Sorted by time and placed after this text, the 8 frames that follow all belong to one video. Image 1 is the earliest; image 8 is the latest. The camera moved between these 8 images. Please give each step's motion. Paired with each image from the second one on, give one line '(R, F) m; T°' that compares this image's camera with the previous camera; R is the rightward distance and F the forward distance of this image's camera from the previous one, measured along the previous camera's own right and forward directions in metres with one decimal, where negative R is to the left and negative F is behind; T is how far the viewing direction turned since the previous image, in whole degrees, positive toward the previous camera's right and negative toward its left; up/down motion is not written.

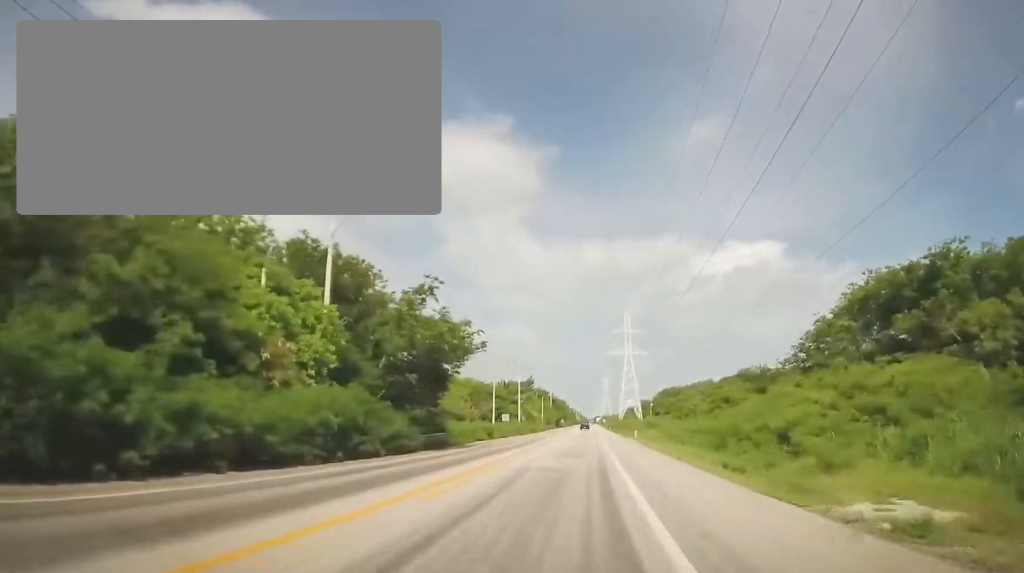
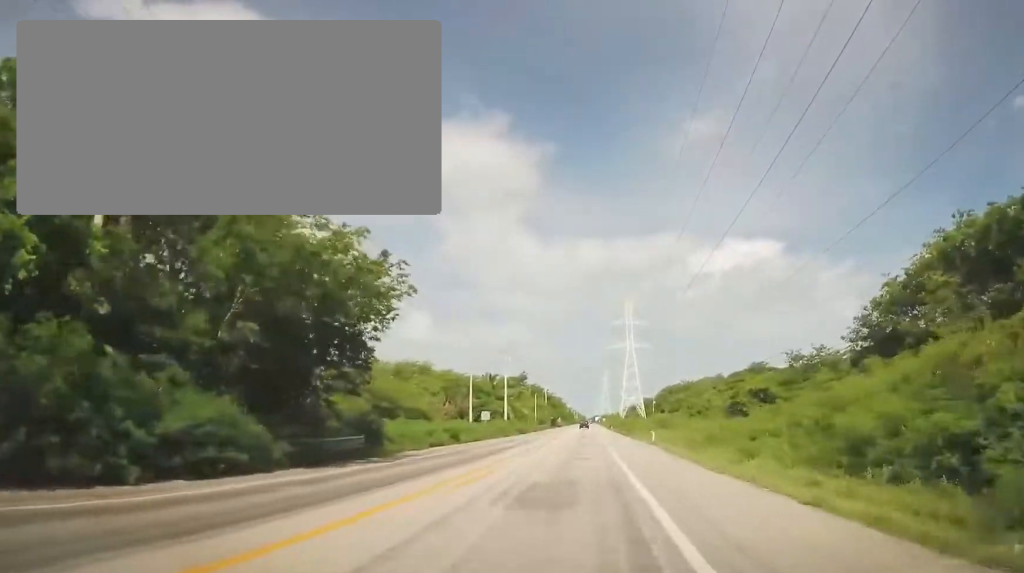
(+0.1, +14.9) m; +1°
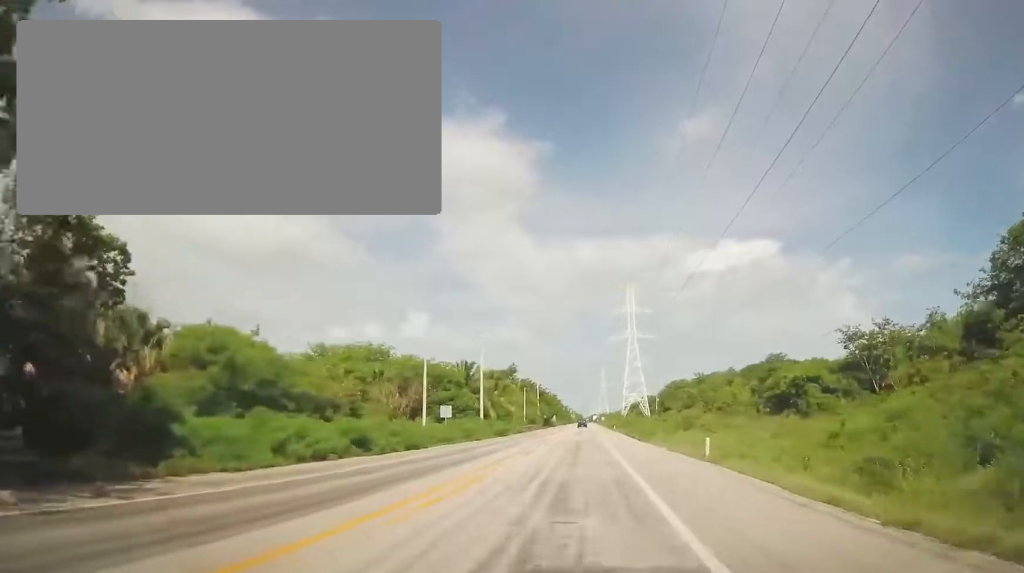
(0.0, +17.7) m; +1°
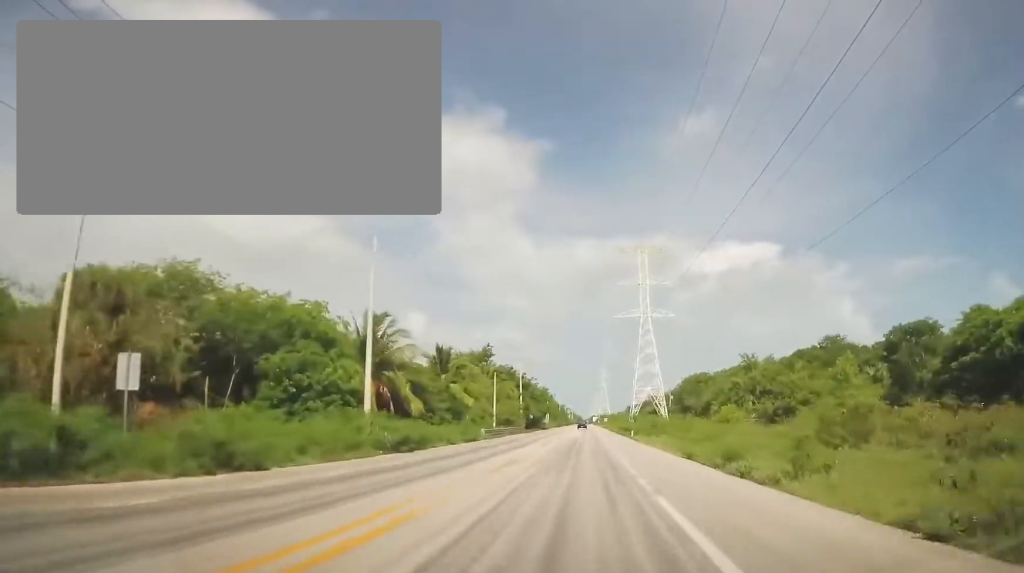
(+0.3, +34.6) m; -1°
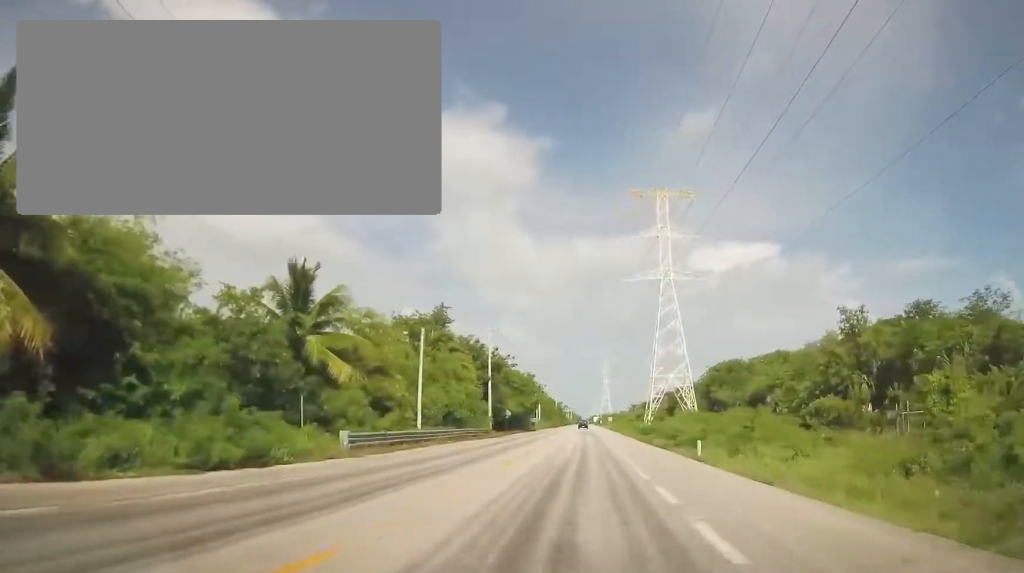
(-0.7, +32.3) m; -1°
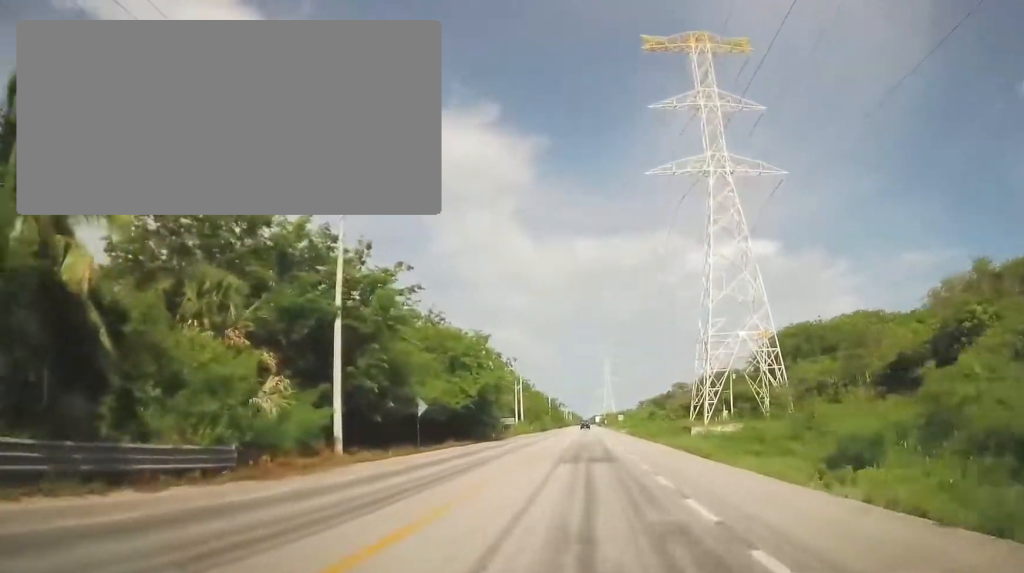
(0.0, +40.7) m; -1°
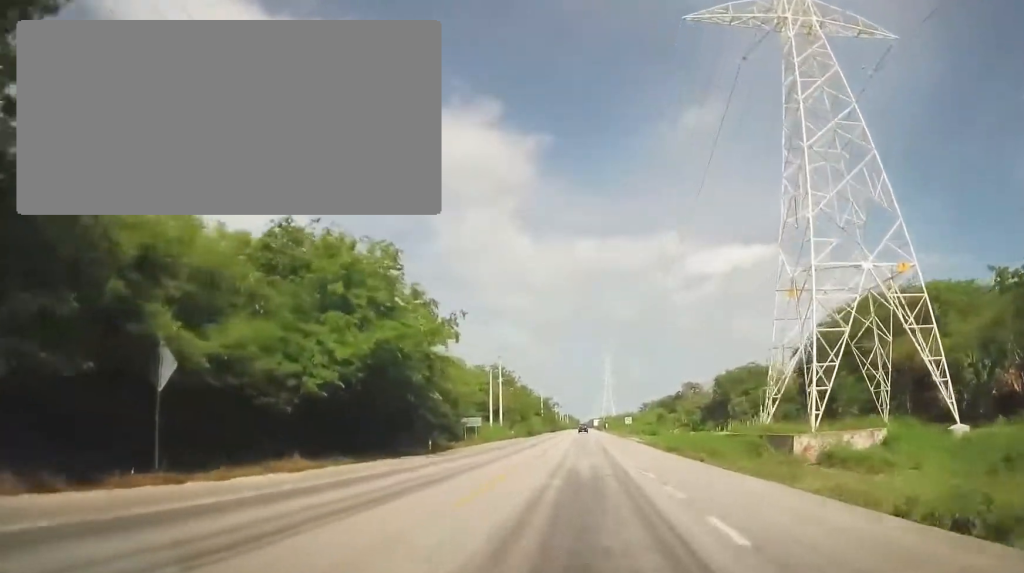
(-0.4, +23.0) m; 0°
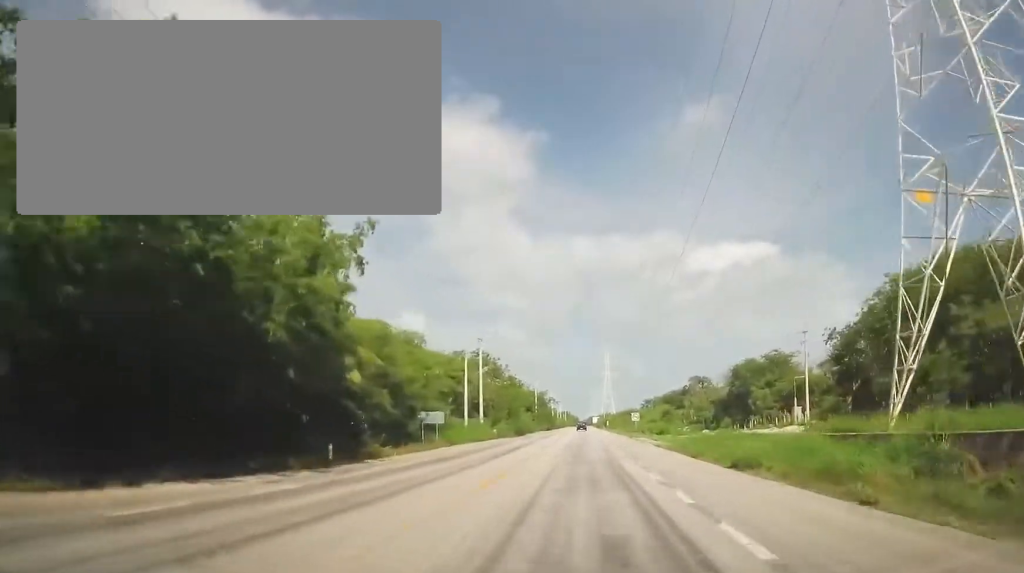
(0.0, +13.8) m; 0°
